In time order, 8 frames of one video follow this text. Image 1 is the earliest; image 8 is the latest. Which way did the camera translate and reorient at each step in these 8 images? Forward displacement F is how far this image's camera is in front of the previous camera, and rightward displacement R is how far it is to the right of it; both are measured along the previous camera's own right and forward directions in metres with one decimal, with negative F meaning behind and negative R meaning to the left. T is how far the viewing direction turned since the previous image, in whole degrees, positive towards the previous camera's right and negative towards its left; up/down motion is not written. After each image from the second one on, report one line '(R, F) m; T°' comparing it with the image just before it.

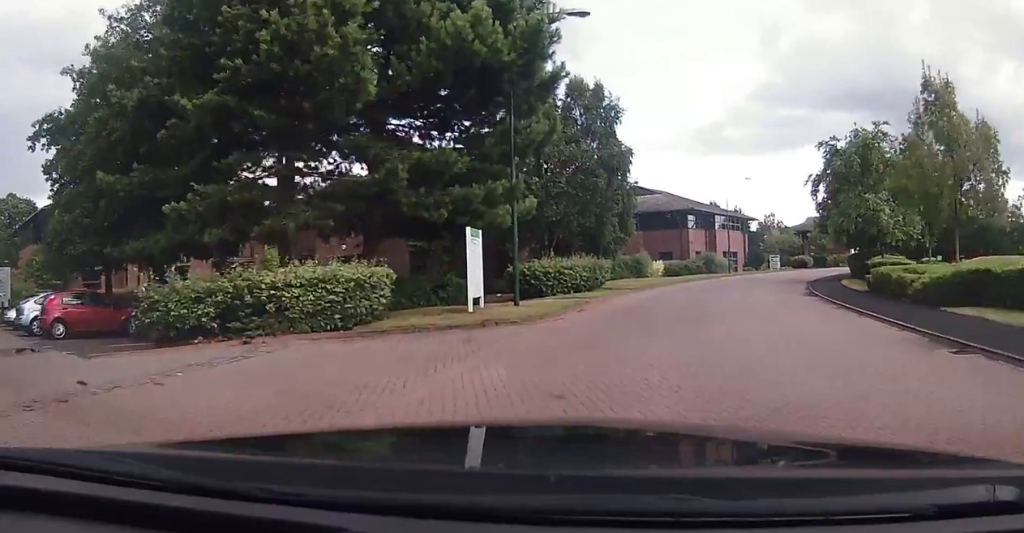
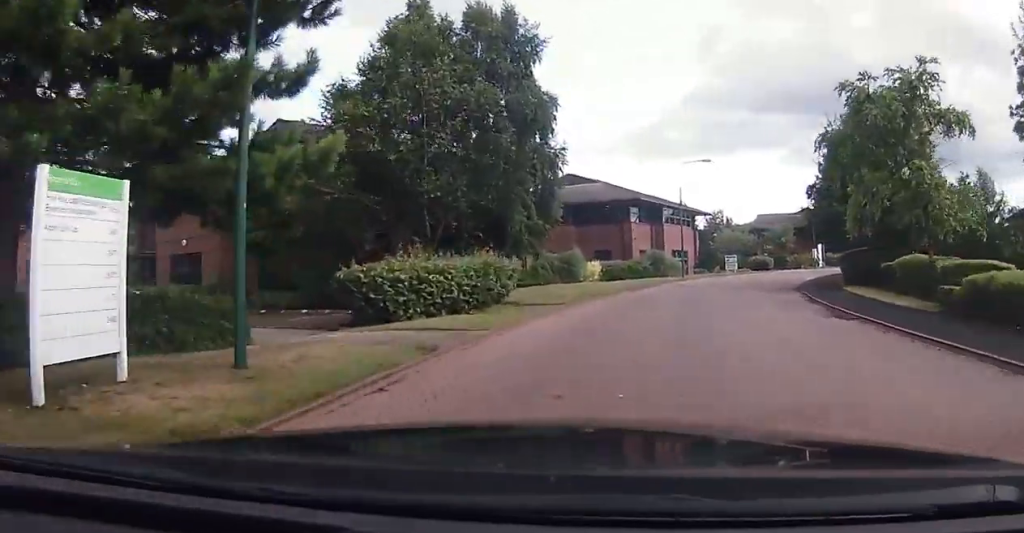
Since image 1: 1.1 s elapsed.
(-0.3, +11.4) m; +2°
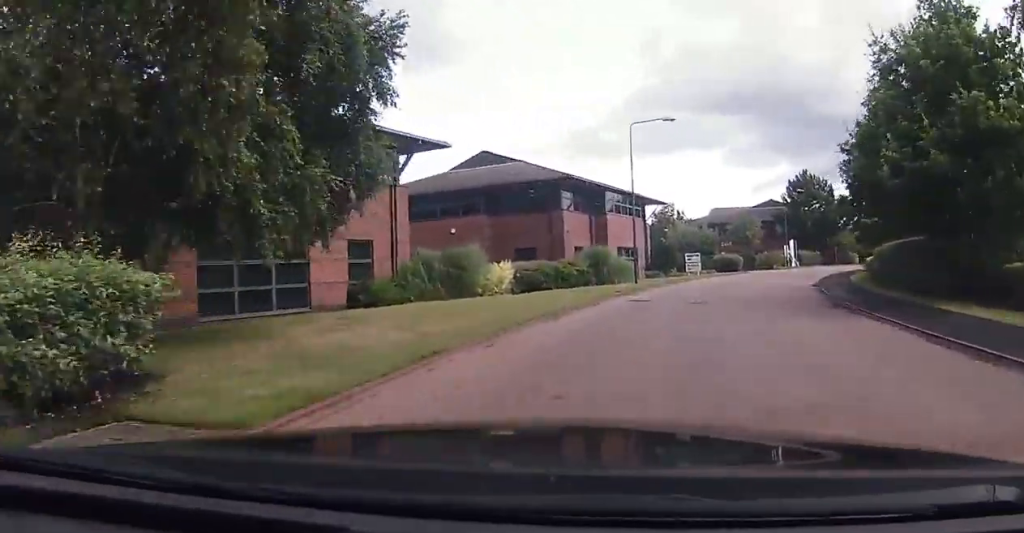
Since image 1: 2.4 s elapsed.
(+1.4, +14.4) m; +8°
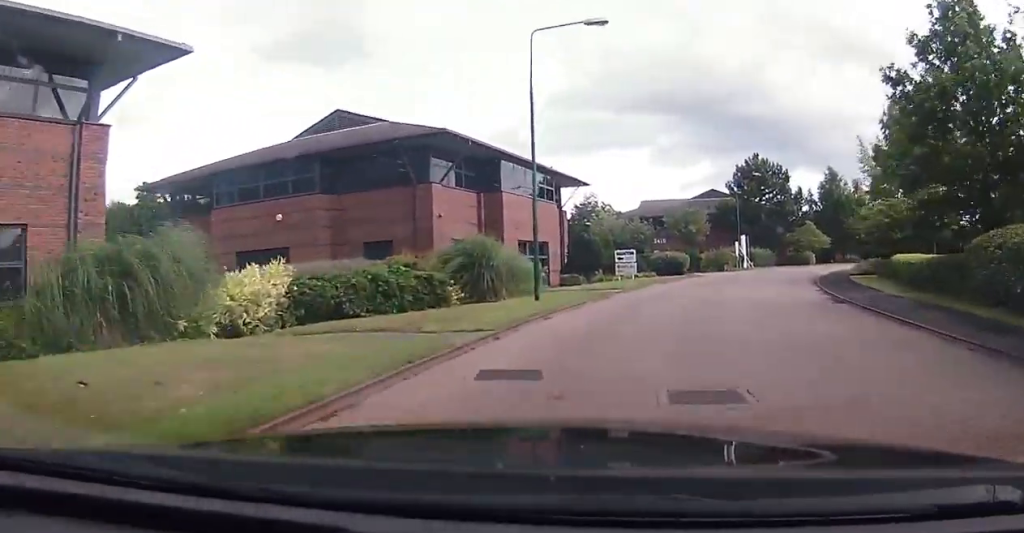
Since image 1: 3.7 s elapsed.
(+0.6, +14.2) m; +4°
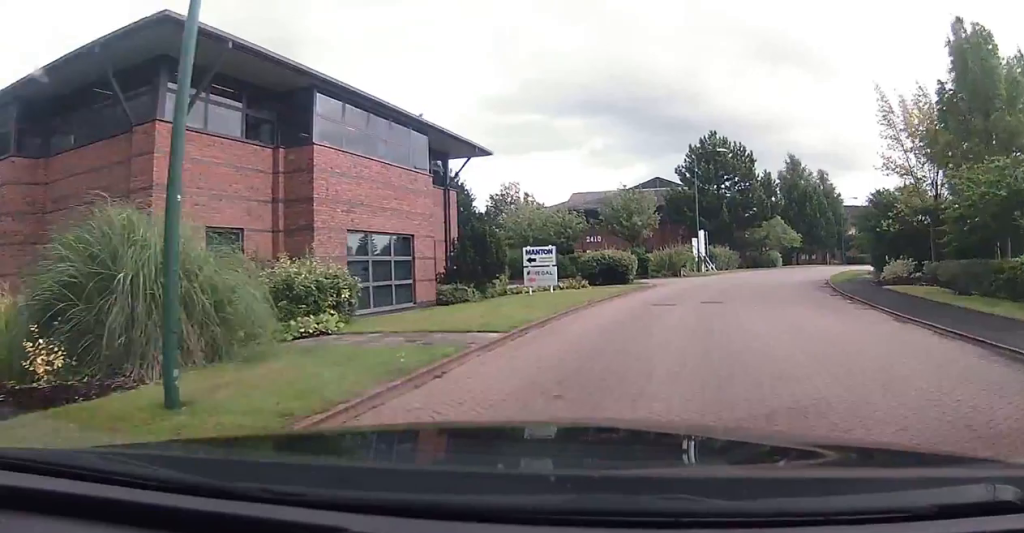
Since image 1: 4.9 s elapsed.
(+0.5, +14.1) m; +6°
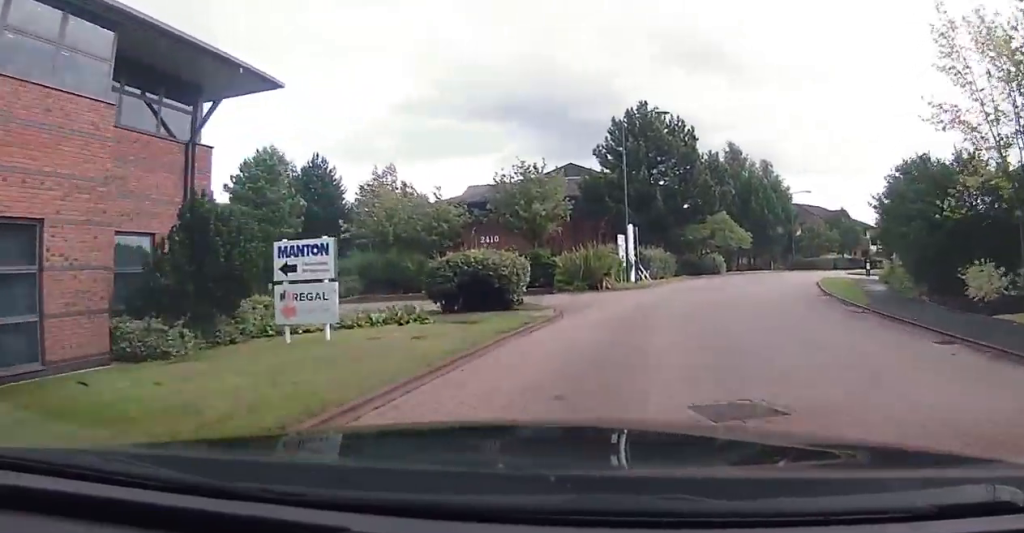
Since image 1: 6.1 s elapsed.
(+0.9, +13.6) m; -2°
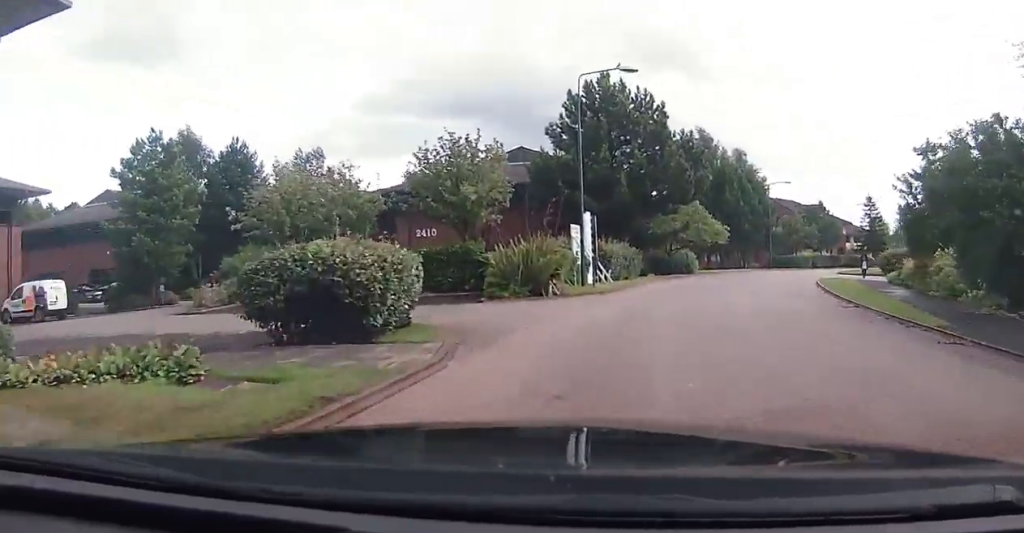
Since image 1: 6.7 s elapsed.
(-0.8, +6.1) m; +8°
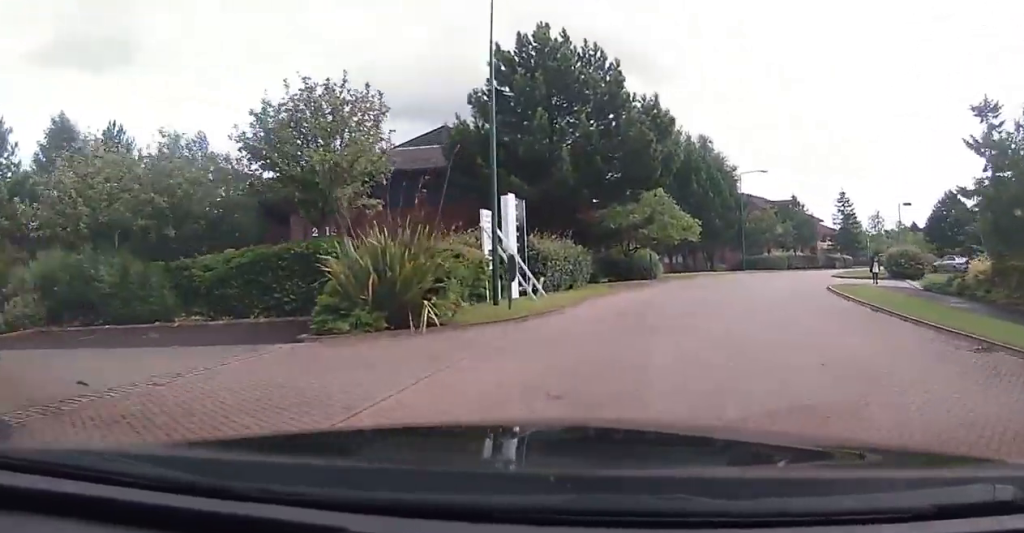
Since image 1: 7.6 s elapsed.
(+0.8, +8.4) m; +12°
